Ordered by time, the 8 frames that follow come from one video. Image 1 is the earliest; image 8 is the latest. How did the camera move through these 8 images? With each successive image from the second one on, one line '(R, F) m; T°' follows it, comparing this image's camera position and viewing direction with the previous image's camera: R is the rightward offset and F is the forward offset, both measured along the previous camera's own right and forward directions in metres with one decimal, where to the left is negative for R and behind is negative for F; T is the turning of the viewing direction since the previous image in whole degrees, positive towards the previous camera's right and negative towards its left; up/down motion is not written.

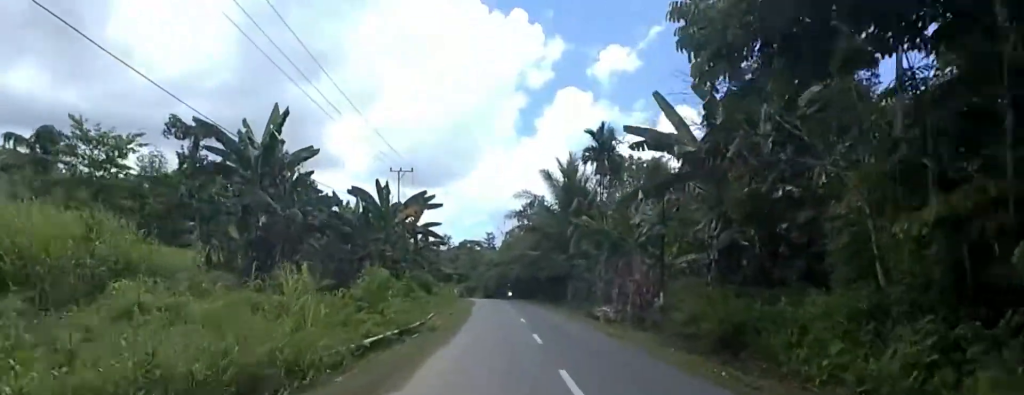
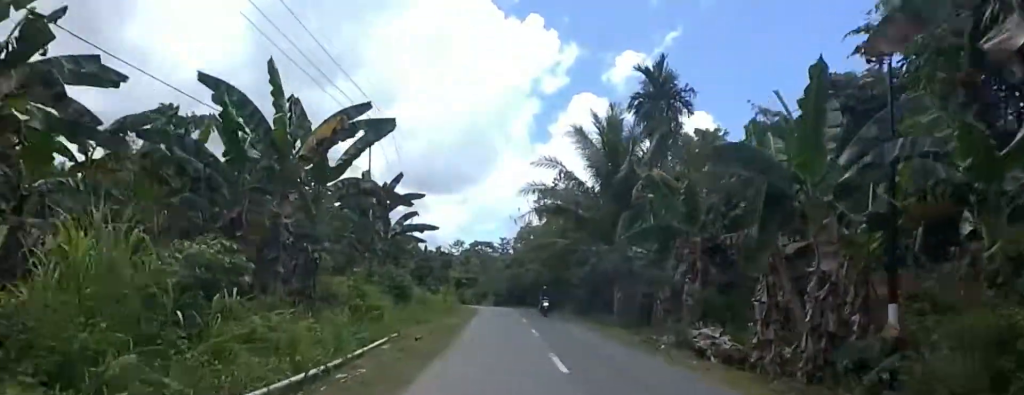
(-0.5, +14.2) m; +3°
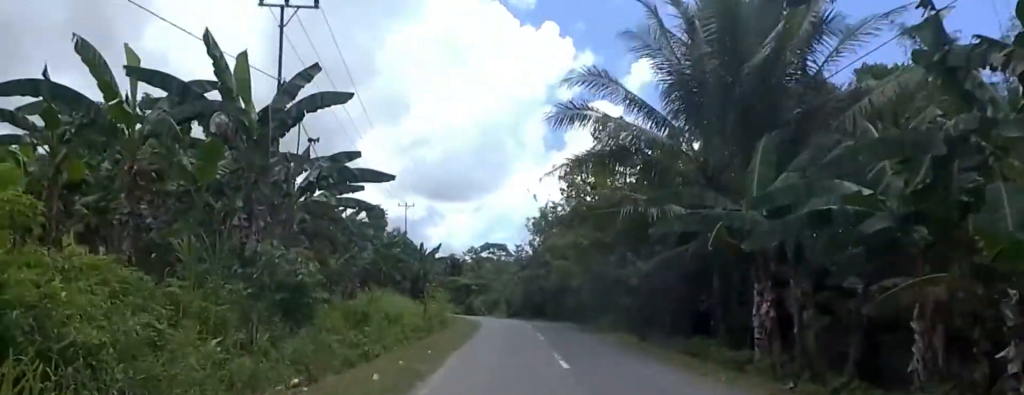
(+1.2, +15.3) m; +5°
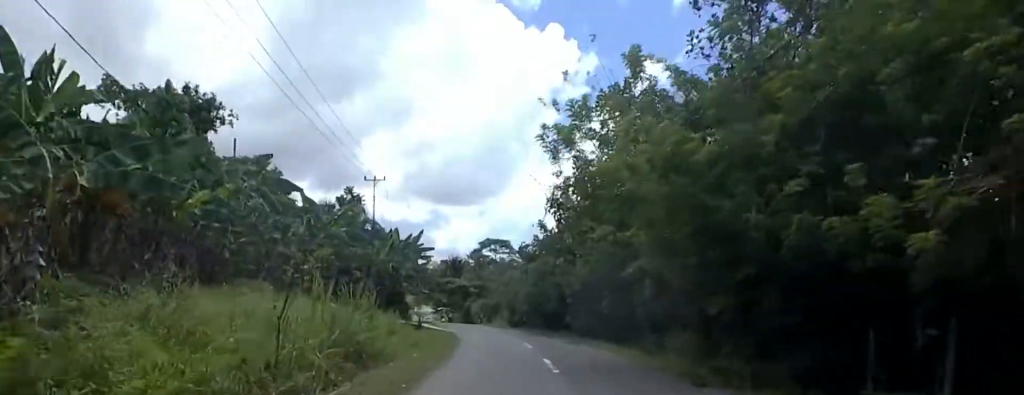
(0.0, +16.1) m; -6°
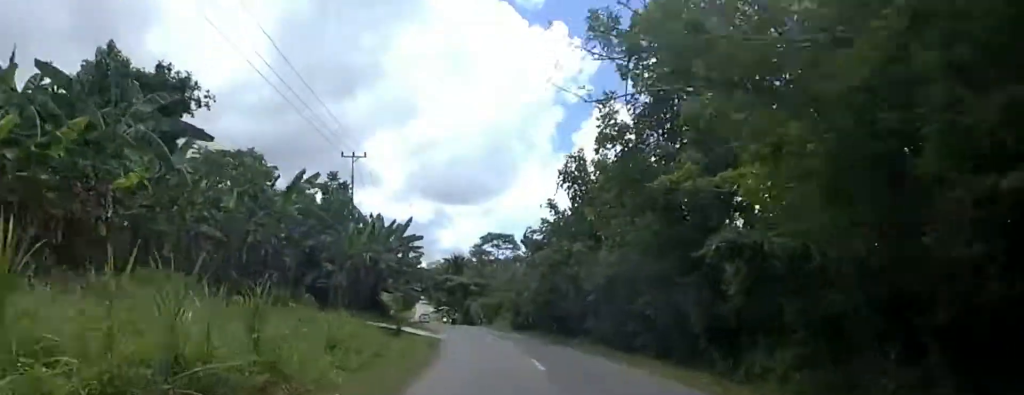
(-0.7, +7.2) m; -1°
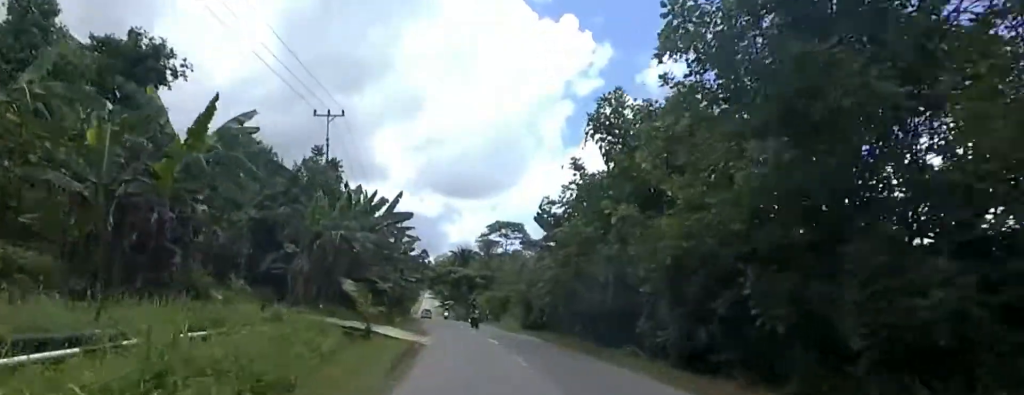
(-0.3, +7.5) m; -1°
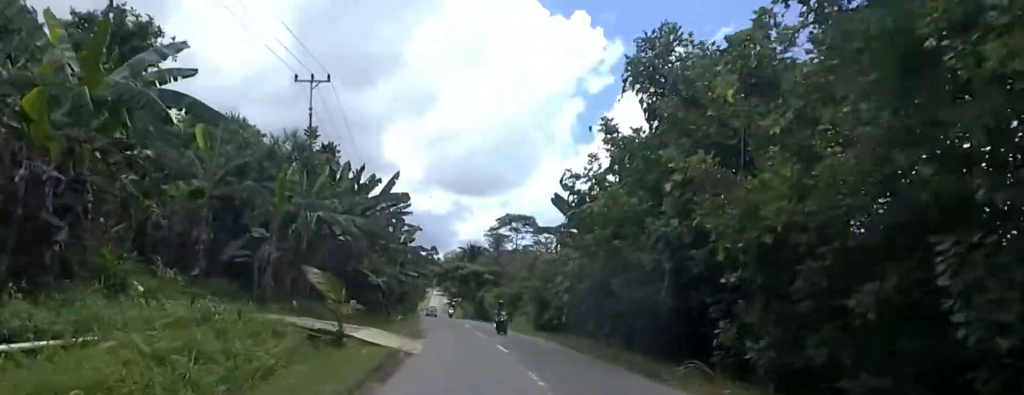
(+0.4, +4.6) m; 0°
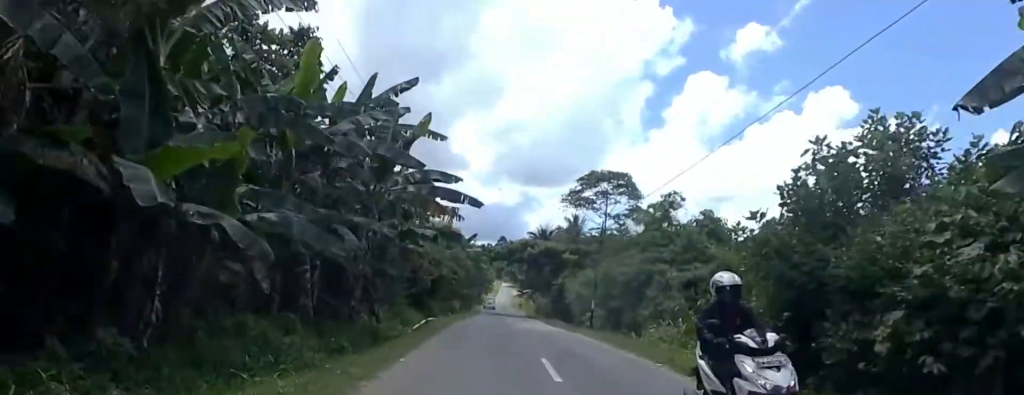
(-1.9, +22.9) m; -8°
